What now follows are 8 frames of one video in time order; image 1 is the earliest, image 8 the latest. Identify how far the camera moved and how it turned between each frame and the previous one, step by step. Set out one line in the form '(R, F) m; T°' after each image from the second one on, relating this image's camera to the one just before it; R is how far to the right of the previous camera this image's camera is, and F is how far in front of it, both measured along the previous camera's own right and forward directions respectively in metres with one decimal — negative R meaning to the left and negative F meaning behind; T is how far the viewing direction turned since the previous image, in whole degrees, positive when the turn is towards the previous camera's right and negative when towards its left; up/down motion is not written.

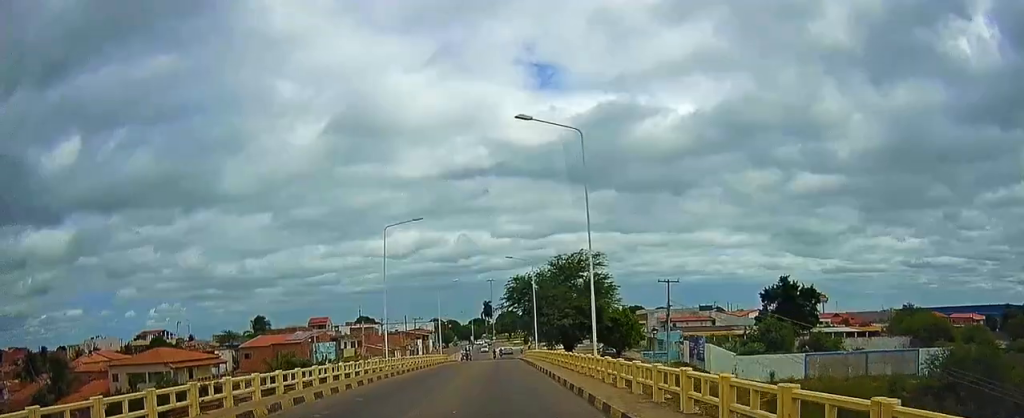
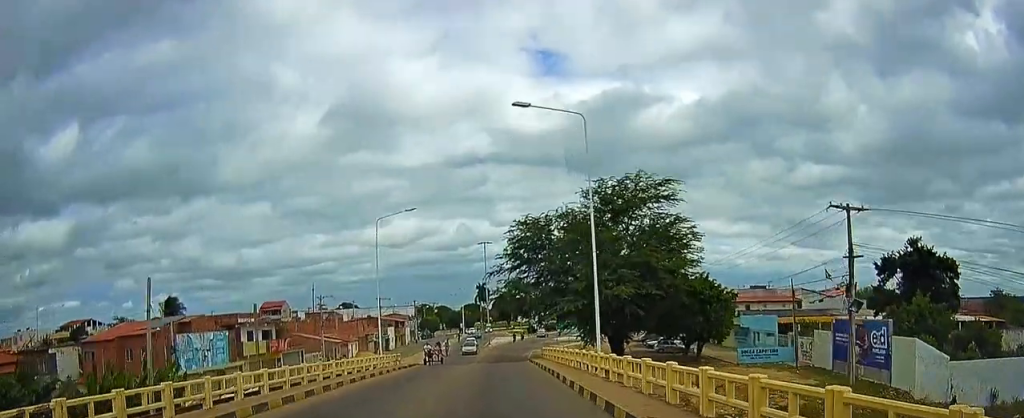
(+0.6, +37.6) m; +1°
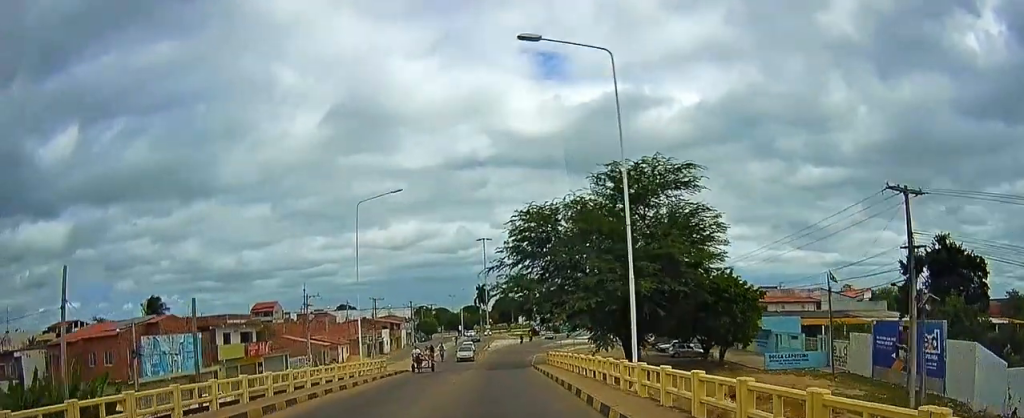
(0.0, +5.6) m; 0°
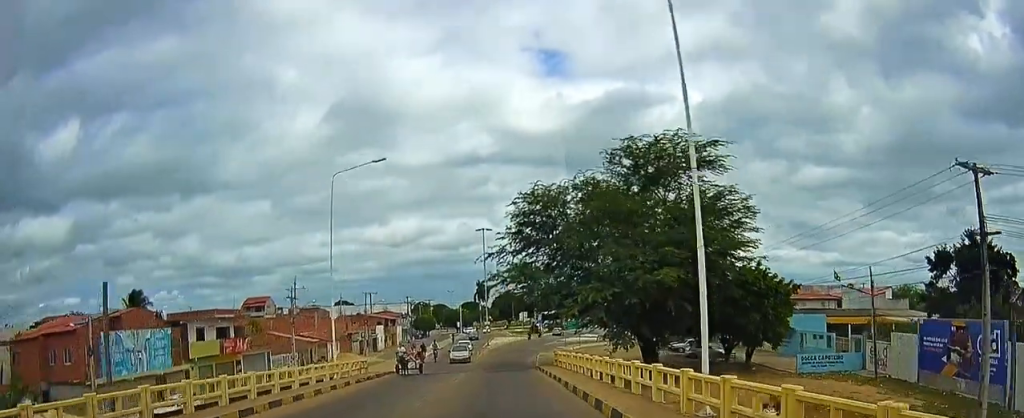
(-0.1, +5.1) m; 0°
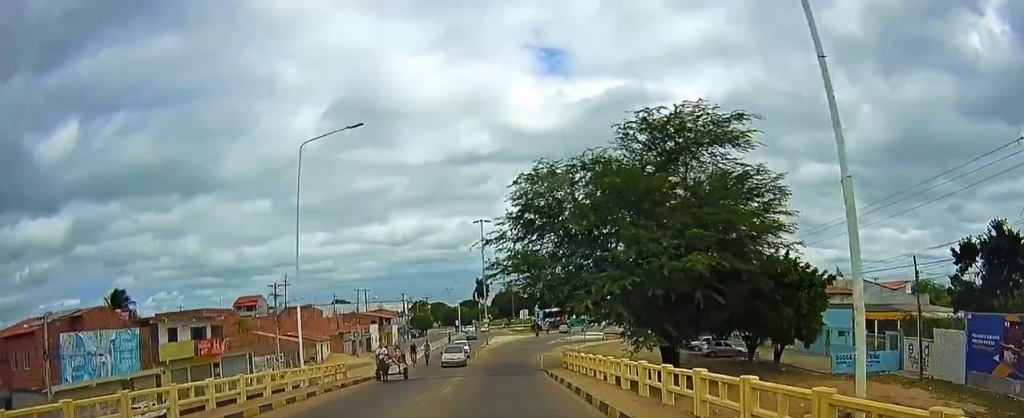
(-0.1, +4.7) m; 0°
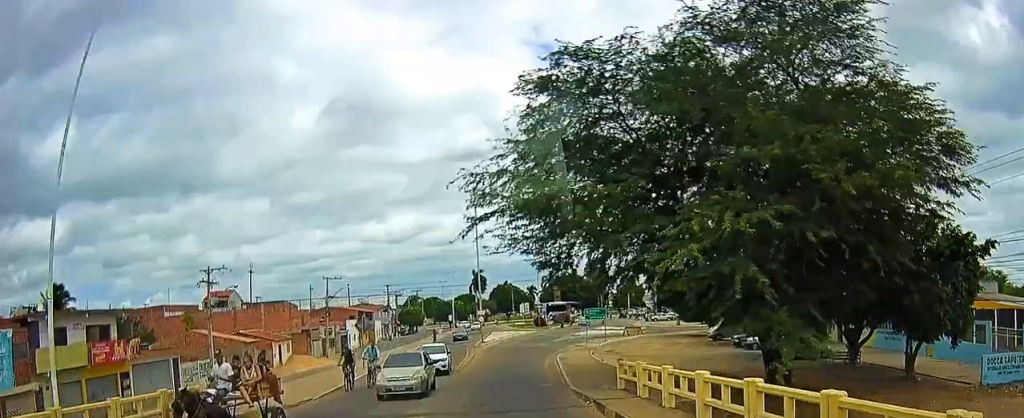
(-0.1, +14.7) m; -2°
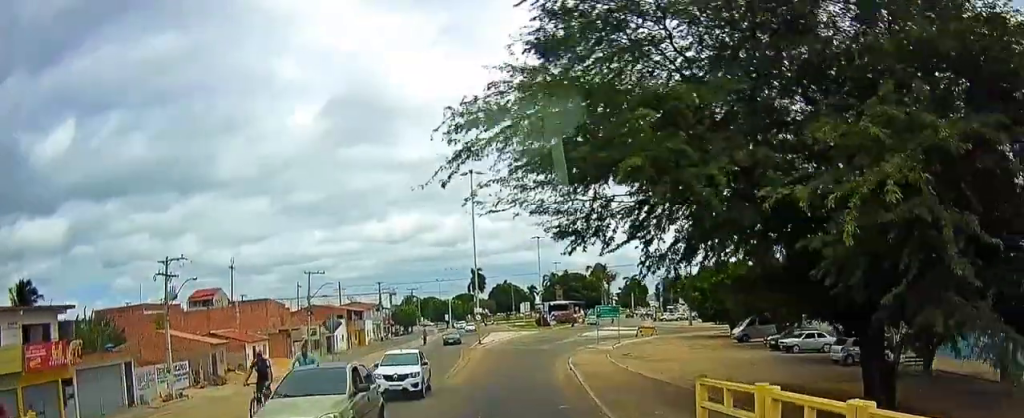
(-0.5, +7.1) m; +1°
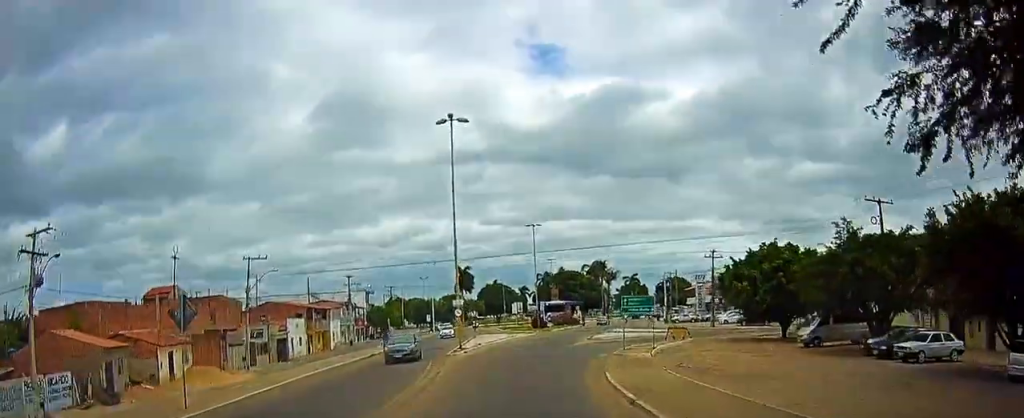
(+0.9, +15.3) m; +3°
